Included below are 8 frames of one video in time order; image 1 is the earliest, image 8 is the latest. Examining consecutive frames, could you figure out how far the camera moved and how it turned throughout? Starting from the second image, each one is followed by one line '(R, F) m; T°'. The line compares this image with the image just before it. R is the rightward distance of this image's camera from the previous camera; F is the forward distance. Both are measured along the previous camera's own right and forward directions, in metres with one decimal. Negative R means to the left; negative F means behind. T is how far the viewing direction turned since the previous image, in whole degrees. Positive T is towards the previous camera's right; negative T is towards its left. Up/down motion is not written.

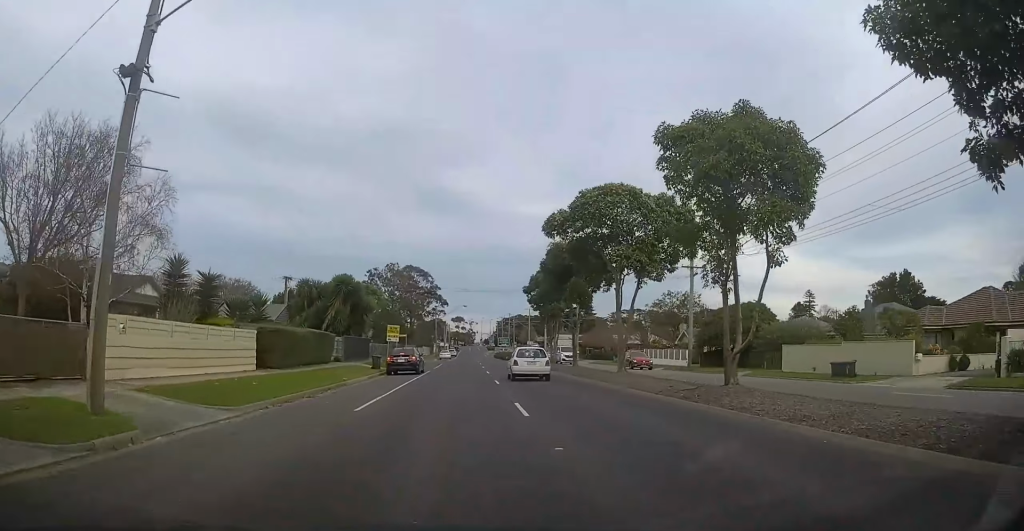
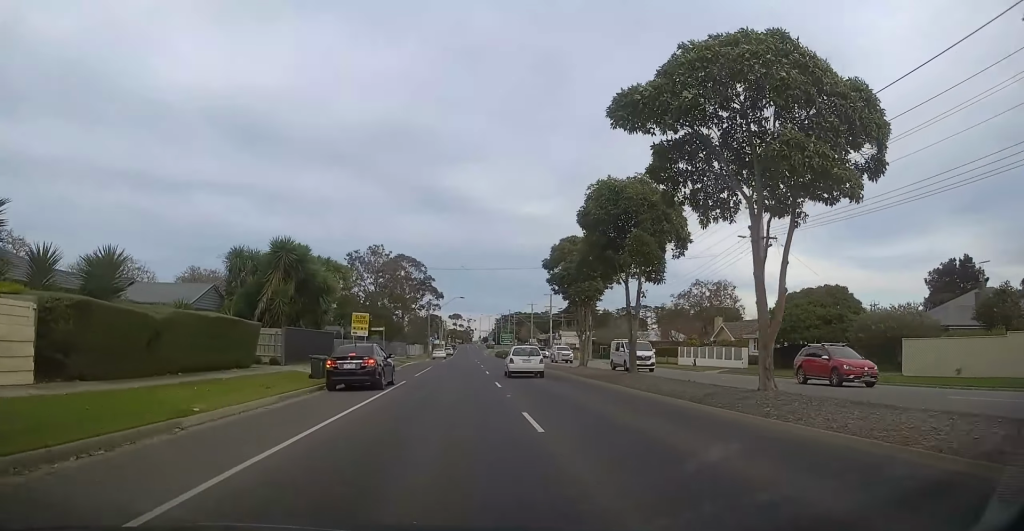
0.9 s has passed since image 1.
(0.0, +14.6) m; 0°
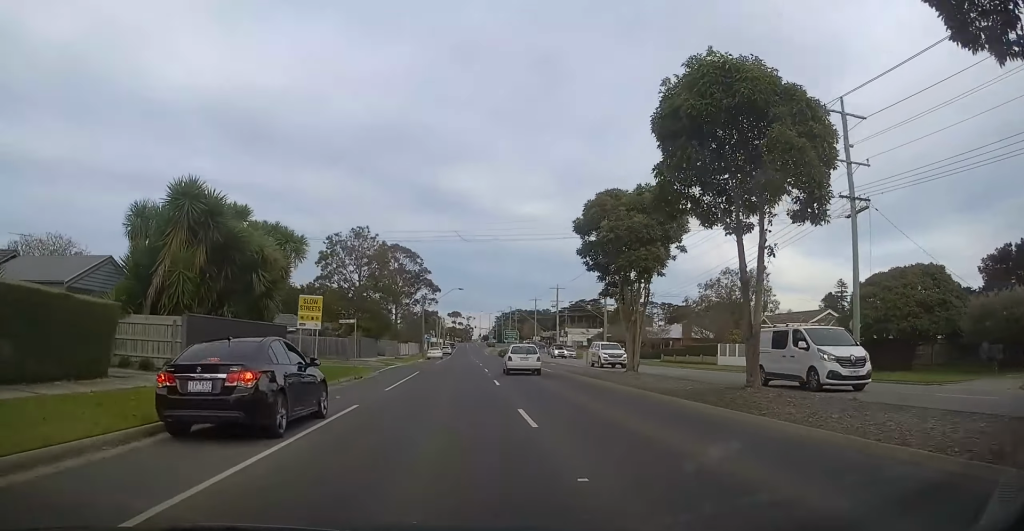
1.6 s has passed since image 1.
(0.0, +11.2) m; 0°
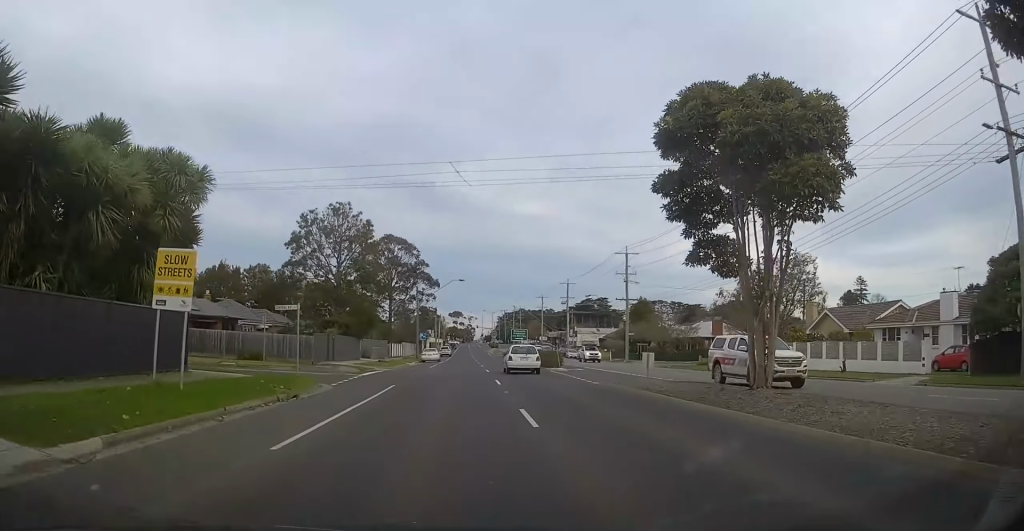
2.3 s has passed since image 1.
(0.0, +11.7) m; 0°
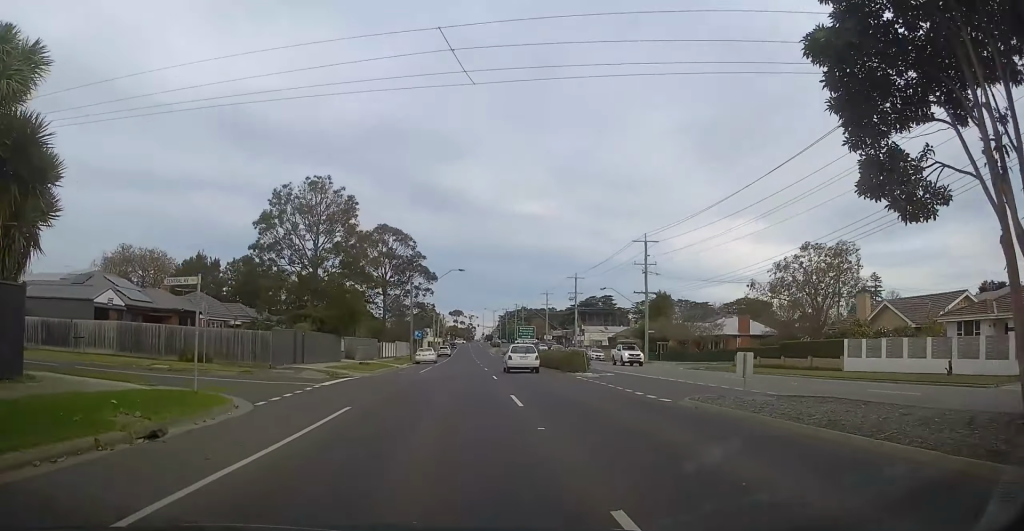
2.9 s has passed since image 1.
(0.0, +8.9) m; 0°
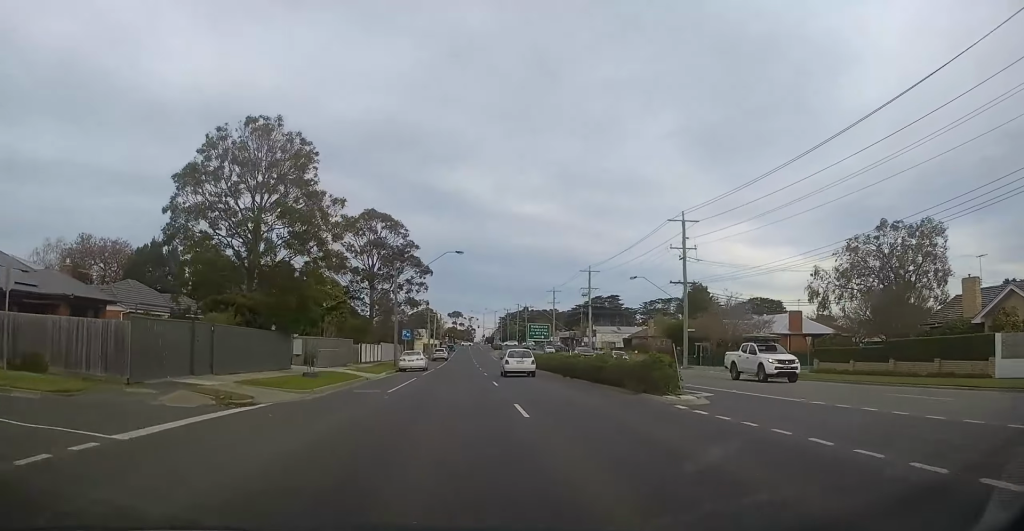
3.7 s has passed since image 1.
(0.0, +13.1) m; 0°
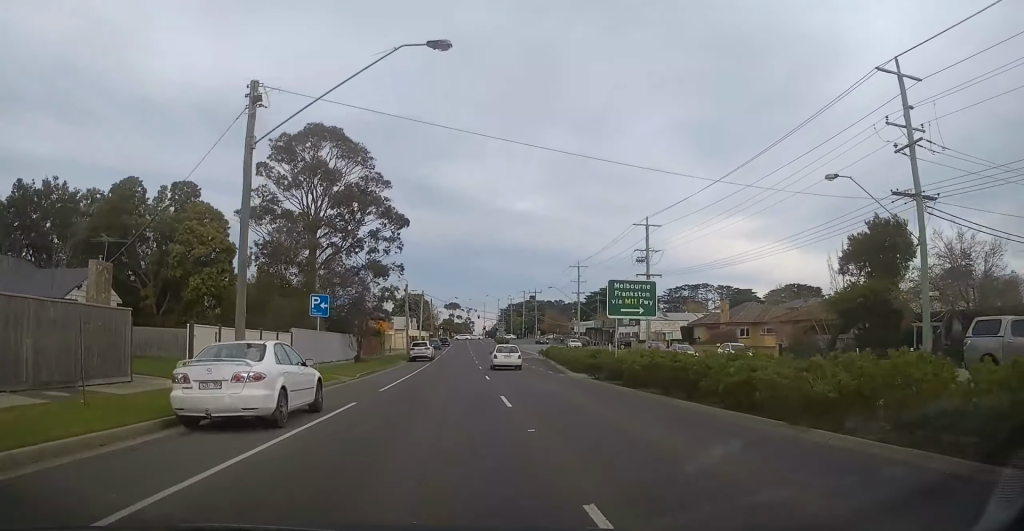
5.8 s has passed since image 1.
(0.0, +33.8) m; 0°
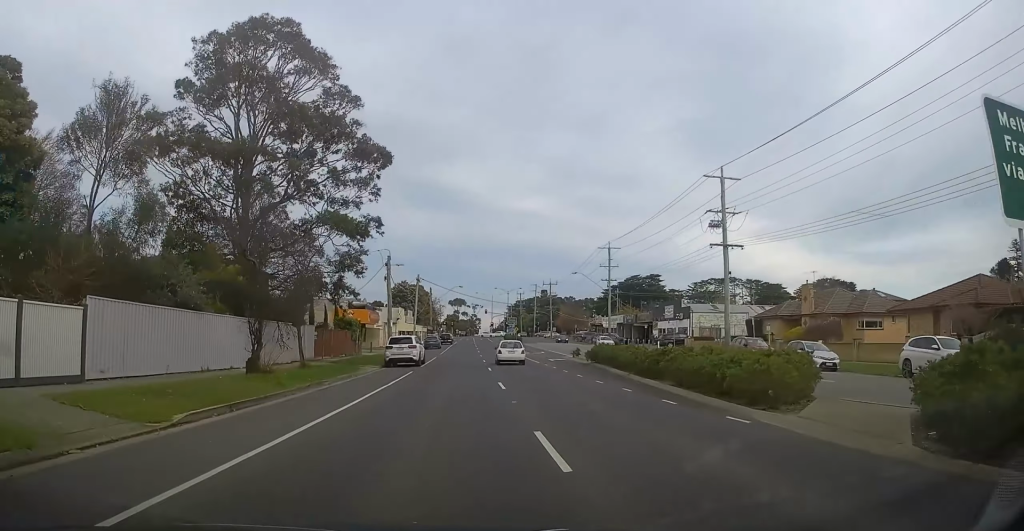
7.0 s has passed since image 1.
(0.0, +19.1) m; 0°
